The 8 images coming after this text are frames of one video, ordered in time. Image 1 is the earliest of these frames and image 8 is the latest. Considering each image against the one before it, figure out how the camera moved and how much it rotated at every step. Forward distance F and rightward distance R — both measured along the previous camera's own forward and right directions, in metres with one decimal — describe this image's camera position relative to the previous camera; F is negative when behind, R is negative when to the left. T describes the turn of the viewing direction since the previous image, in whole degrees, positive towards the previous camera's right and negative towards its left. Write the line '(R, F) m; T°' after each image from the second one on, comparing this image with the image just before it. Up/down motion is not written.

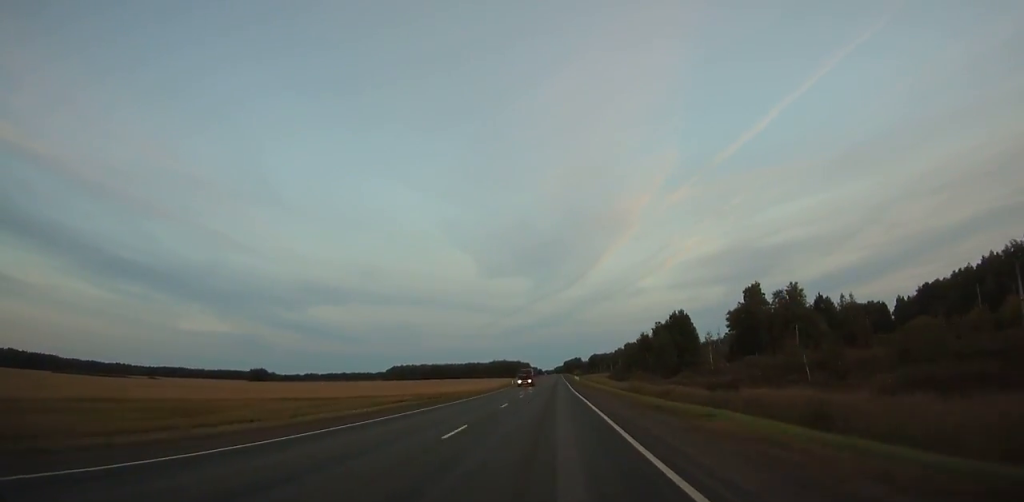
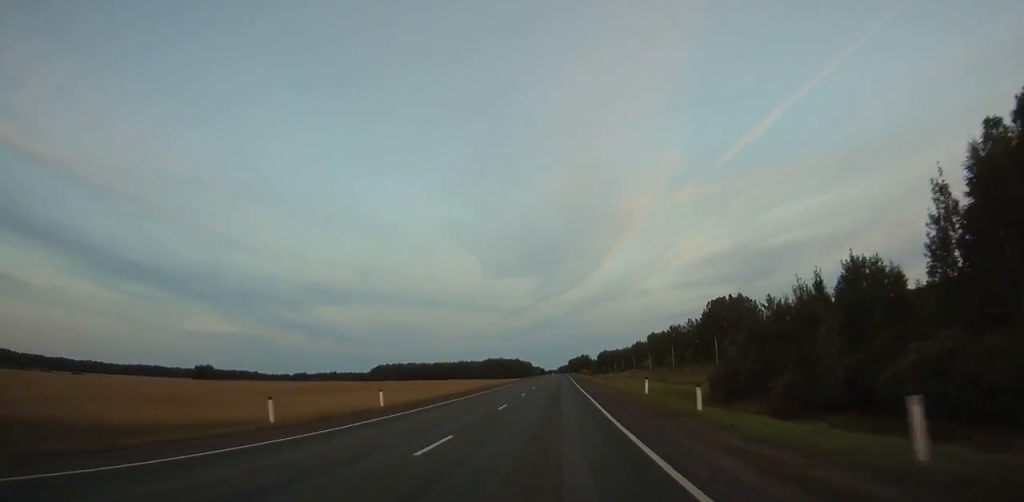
(+0.3, +98.7) m; 0°
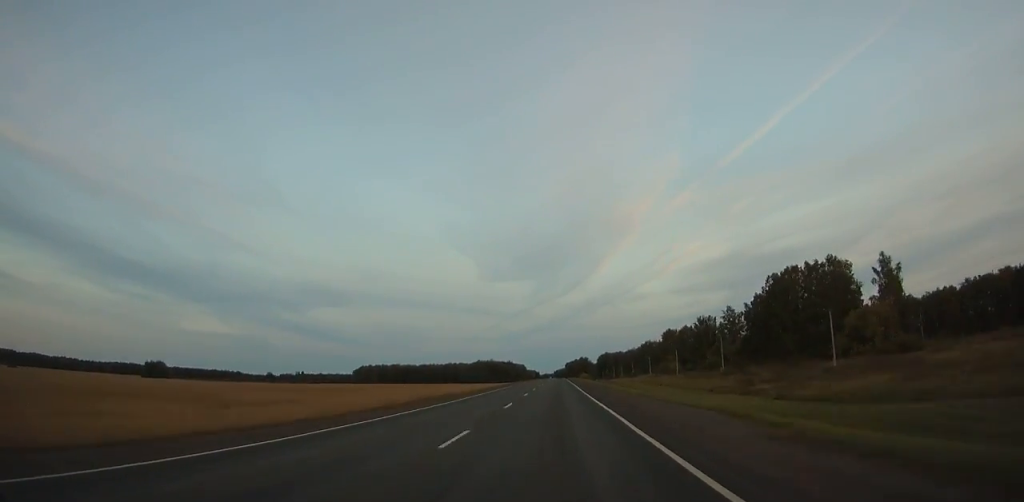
(+0.1, +59.0) m; 0°
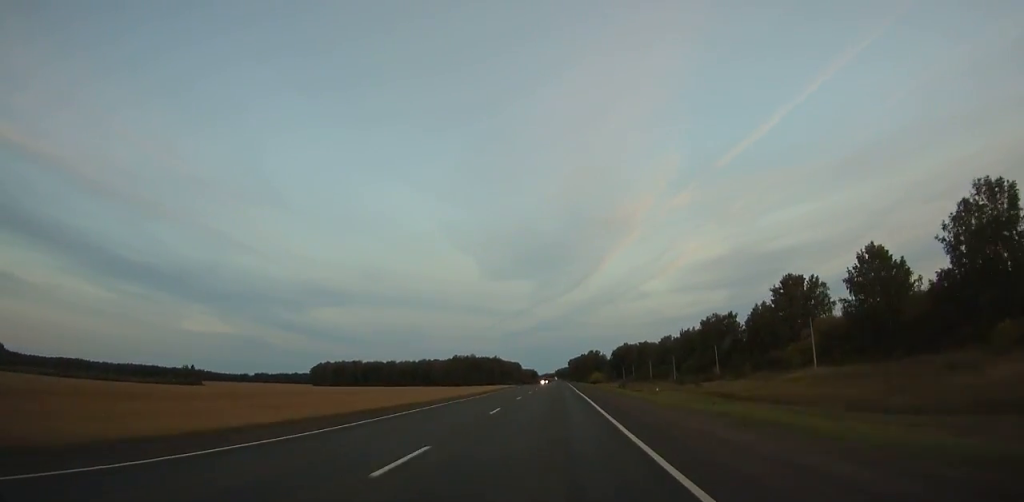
(+0.1, +145.8) m; 0°
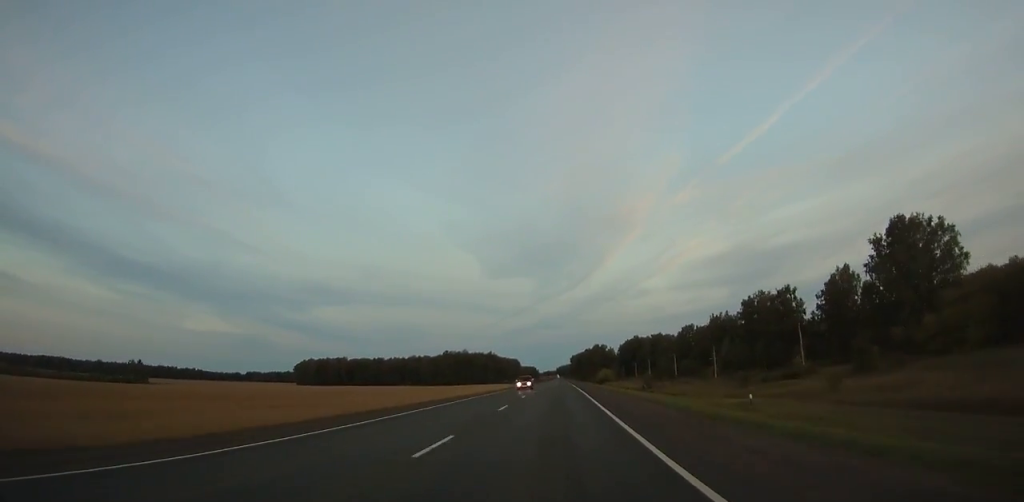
(-0.1, +46.6) m; 0°
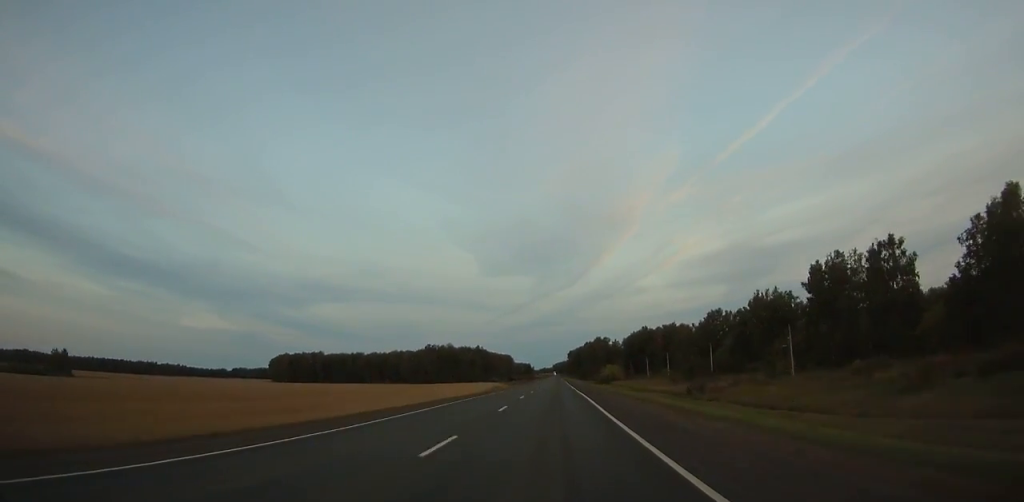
(-0.2, +46.6) m; 0°
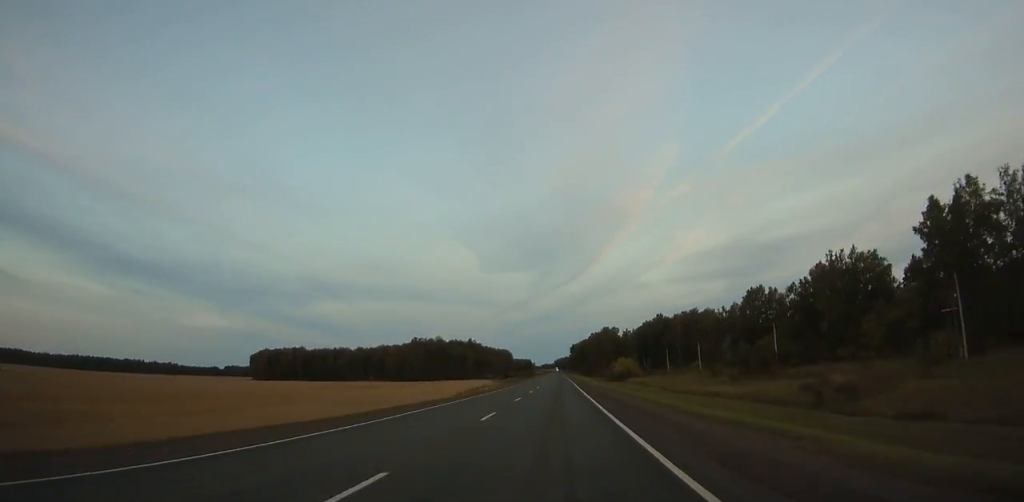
(+0.2, +41.6) m; 0°
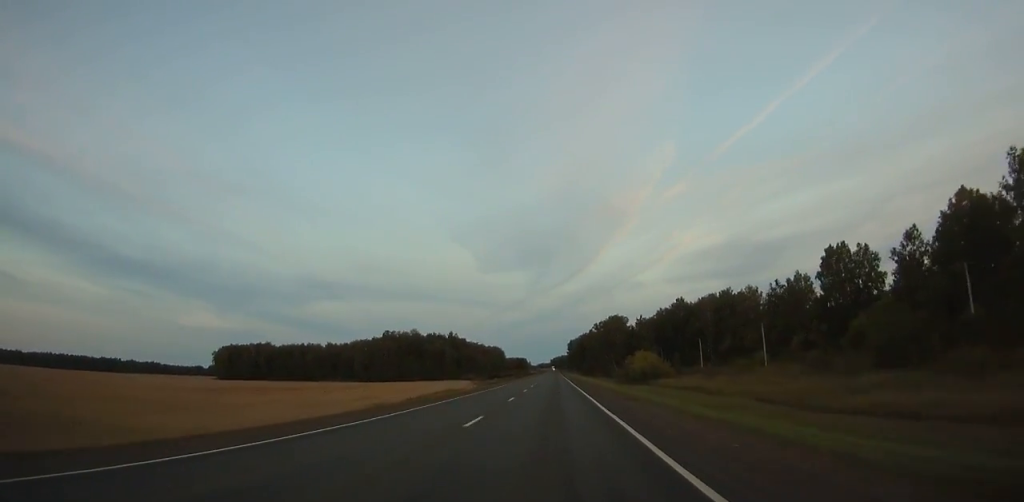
(+0.1, +50.2) m; 0°
